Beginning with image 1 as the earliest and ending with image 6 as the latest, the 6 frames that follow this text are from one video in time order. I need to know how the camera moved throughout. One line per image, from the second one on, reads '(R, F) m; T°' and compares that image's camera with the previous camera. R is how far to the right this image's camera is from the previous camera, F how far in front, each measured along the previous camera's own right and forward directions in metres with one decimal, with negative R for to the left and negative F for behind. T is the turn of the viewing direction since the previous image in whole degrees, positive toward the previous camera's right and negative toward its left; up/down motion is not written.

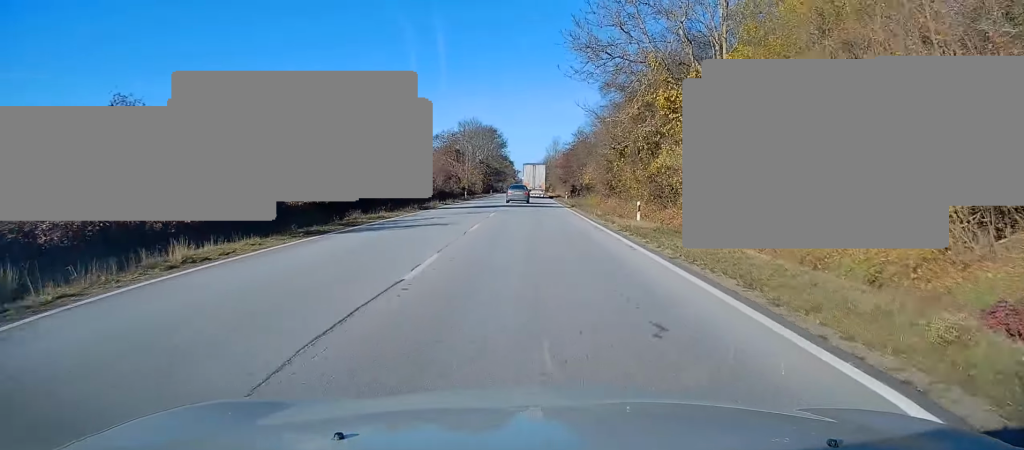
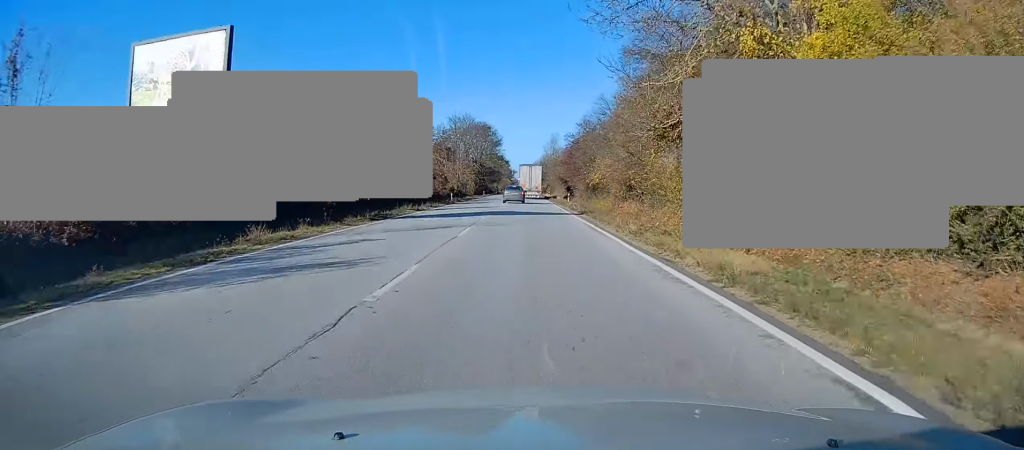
(0.0, +10.3) m; 0°
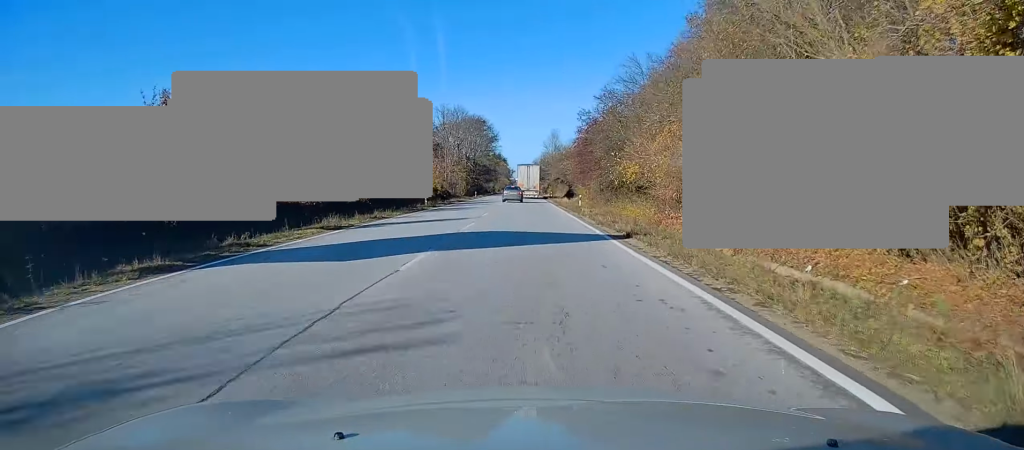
(0.0, +15.5) m; 0°
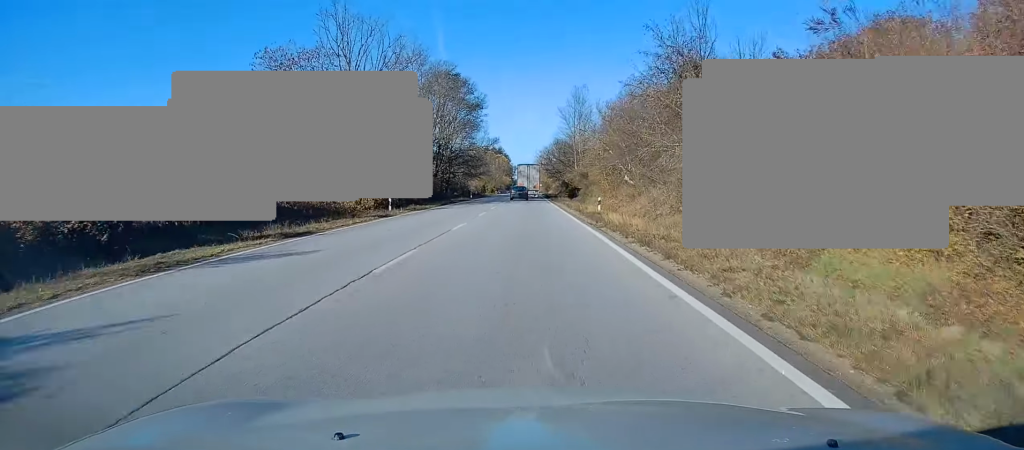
(-0.2, +62.4) m; -1°
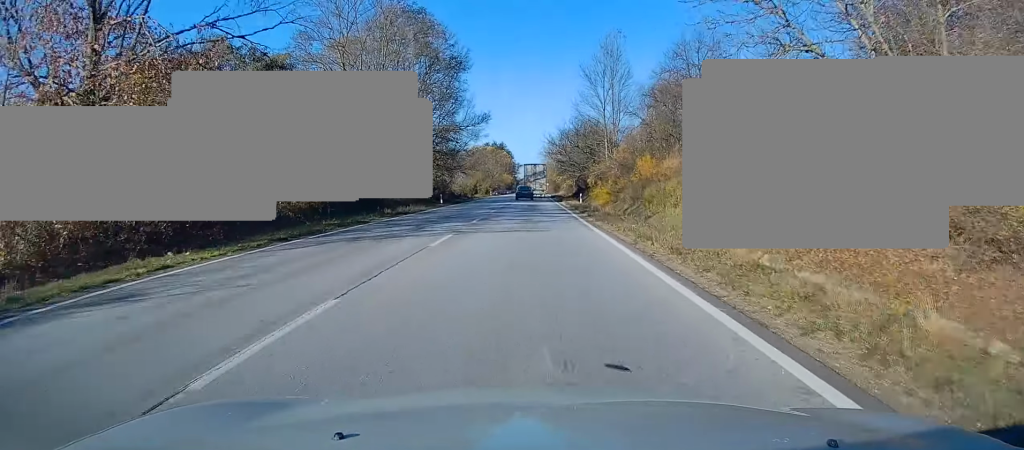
(0.0, +32.0) m; +1°
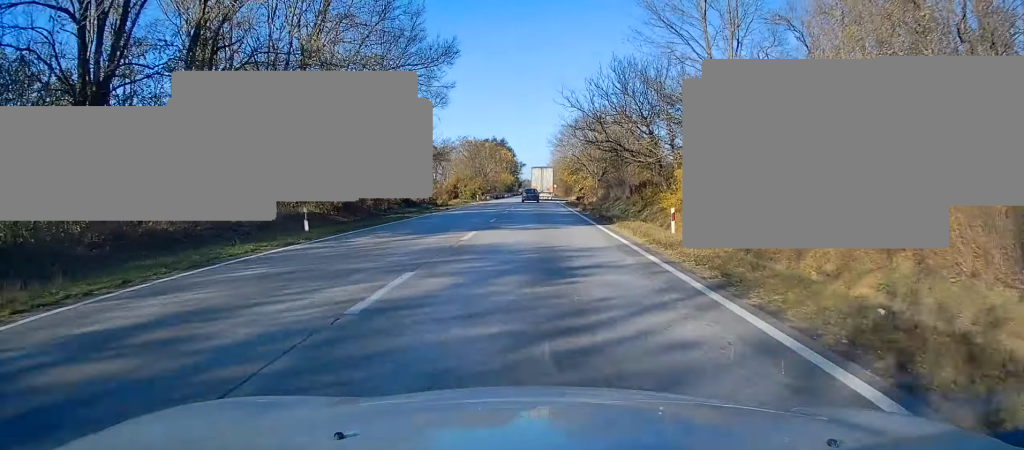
(0.0, +33.4) m; -1°
